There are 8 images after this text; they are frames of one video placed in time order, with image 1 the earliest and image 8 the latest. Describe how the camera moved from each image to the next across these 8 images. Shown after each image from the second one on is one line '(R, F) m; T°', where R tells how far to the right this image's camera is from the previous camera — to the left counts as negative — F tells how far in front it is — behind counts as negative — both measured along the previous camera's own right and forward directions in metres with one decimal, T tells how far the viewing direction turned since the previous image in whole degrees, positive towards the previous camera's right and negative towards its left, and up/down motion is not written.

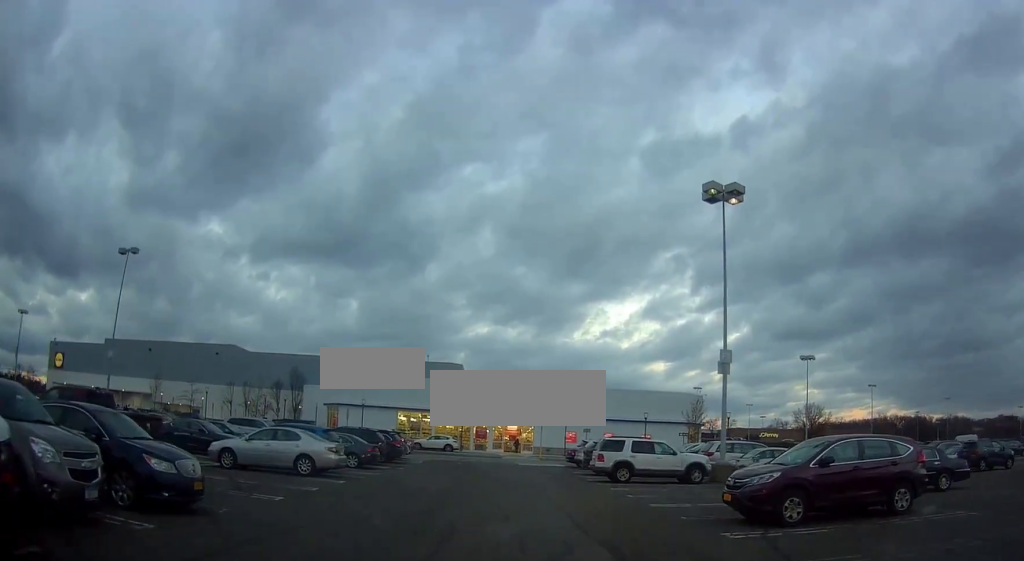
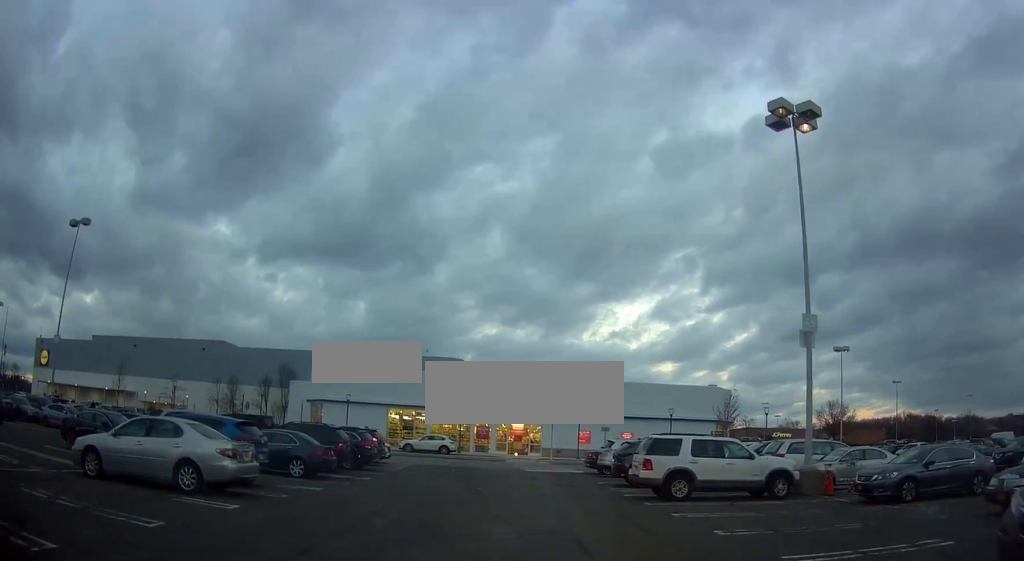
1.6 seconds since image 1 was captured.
(-0.5, +7.9) m; 0°
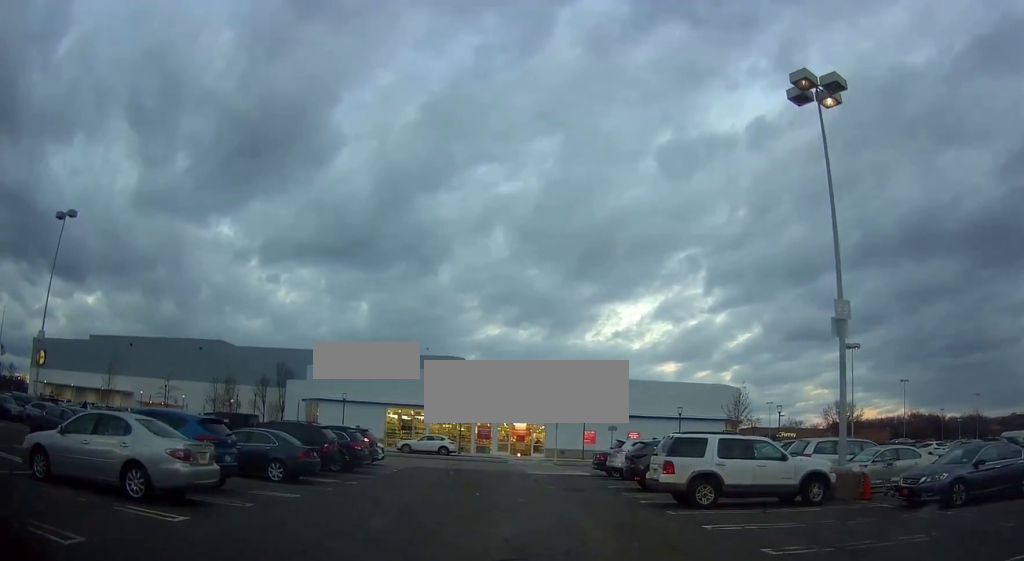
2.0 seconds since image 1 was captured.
(+0.1, +1.9) m; +2°
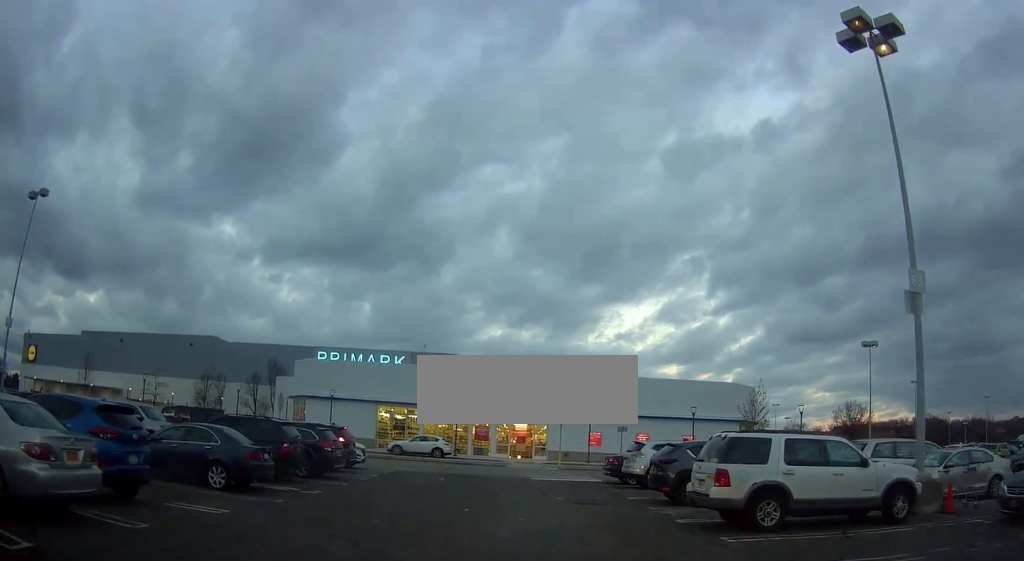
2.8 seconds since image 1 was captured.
(+0.3, +3.6) m; +2°
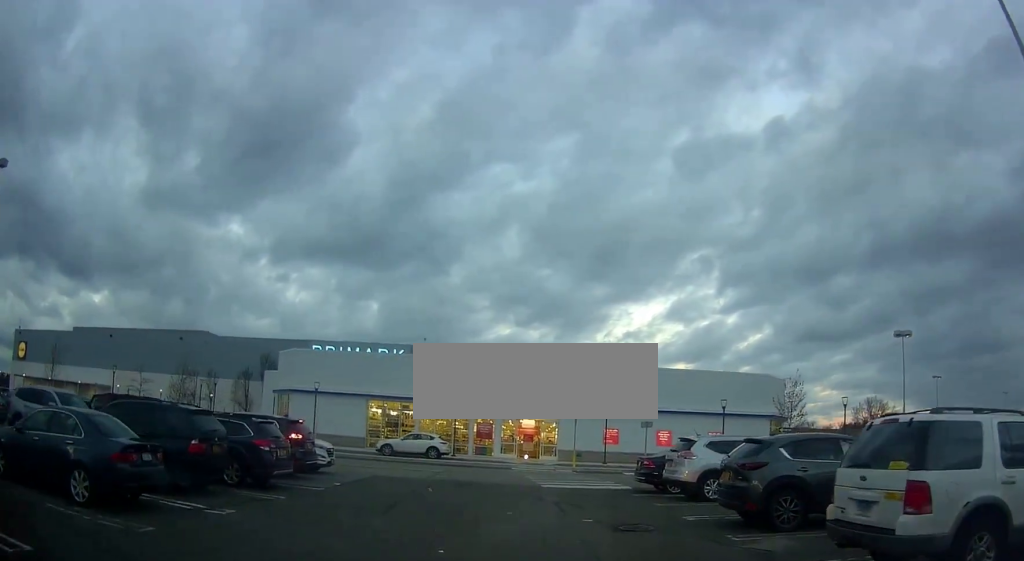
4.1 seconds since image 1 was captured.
(-0.4, +5.3) m; -5°
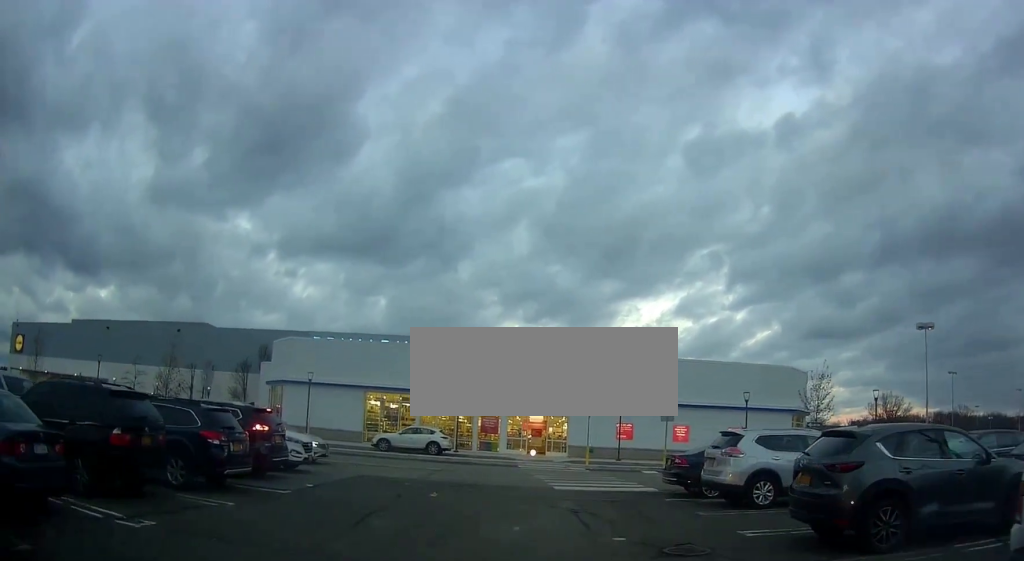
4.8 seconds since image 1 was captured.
(-0.2, +2.9) m; +1°
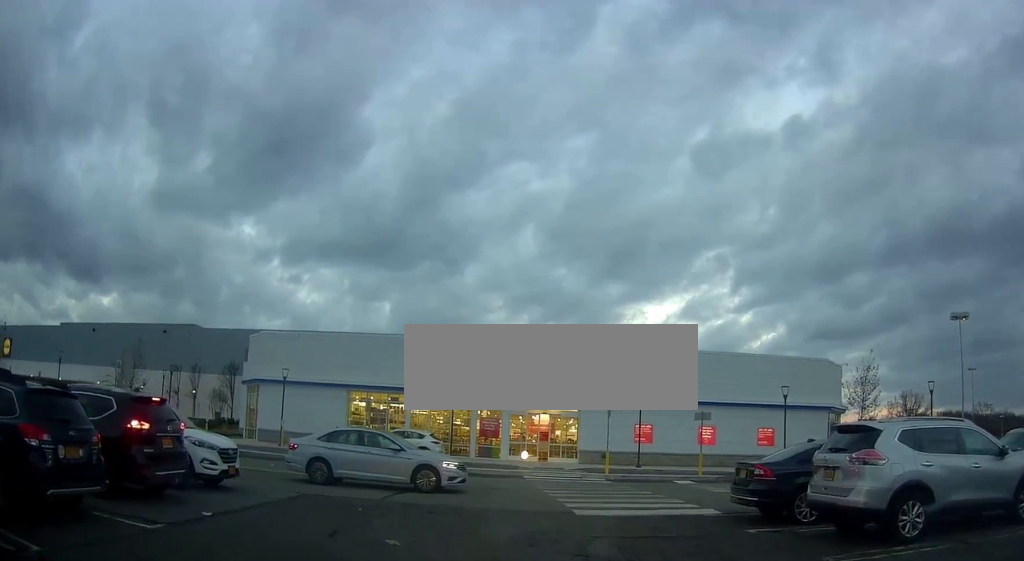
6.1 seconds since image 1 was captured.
(+0.3, +4.8) m; -2°
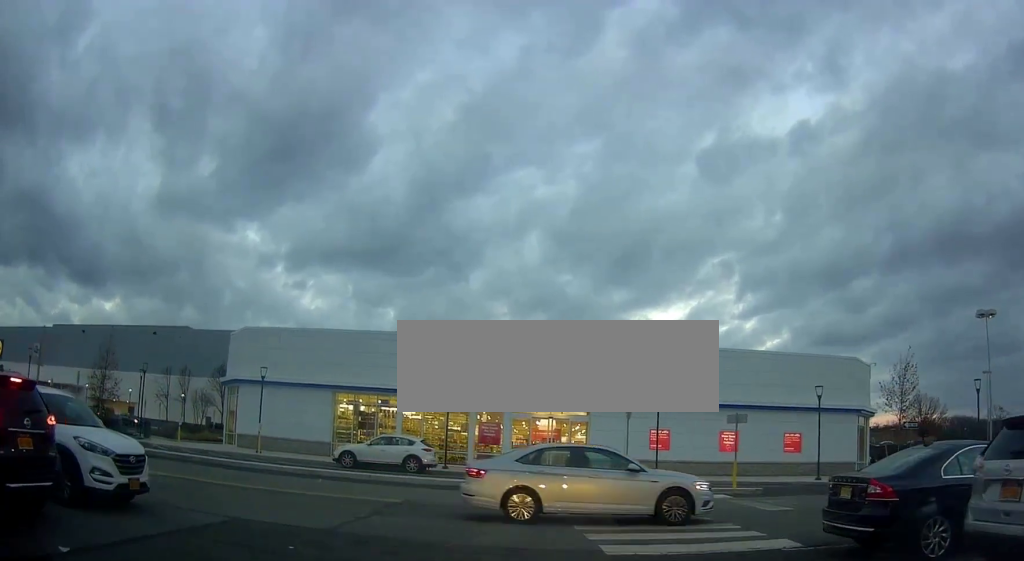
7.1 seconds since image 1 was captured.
(-0.3, +3.2) m; -5°
